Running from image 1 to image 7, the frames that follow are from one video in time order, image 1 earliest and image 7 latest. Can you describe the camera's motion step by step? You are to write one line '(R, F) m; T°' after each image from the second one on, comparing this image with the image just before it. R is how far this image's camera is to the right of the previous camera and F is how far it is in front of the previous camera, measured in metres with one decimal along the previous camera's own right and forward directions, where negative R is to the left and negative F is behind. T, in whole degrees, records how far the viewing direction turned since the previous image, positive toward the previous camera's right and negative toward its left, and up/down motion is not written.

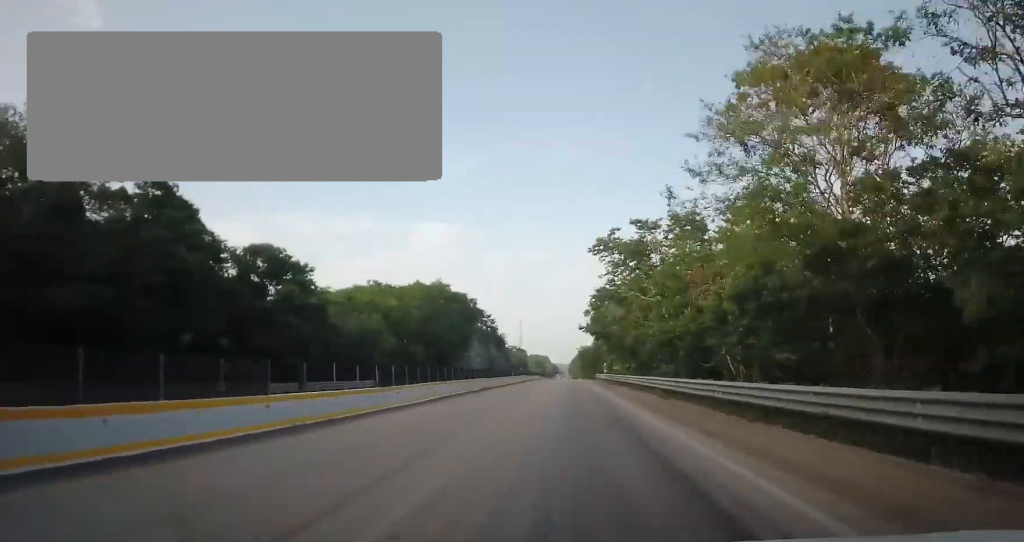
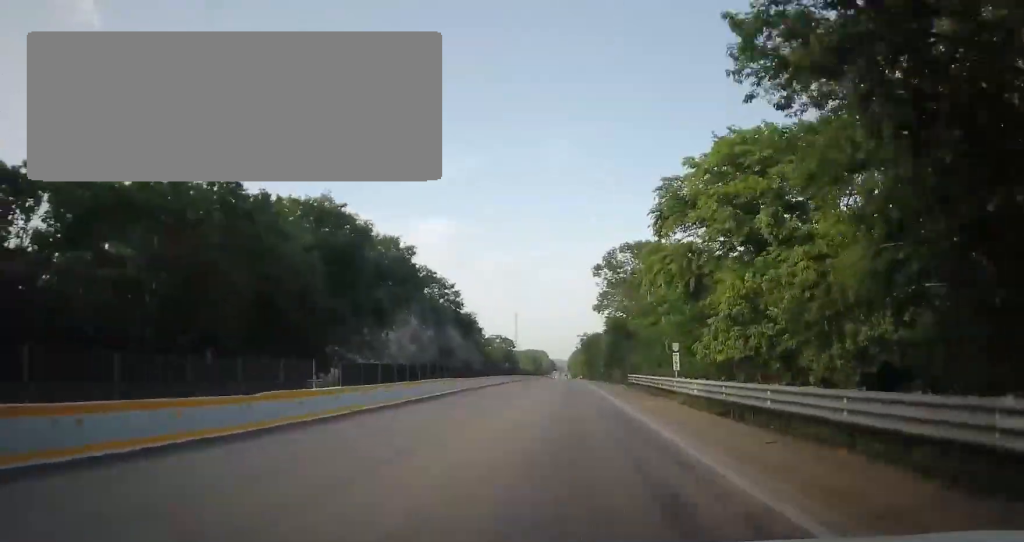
(-0.1, +55.6) m; 0°
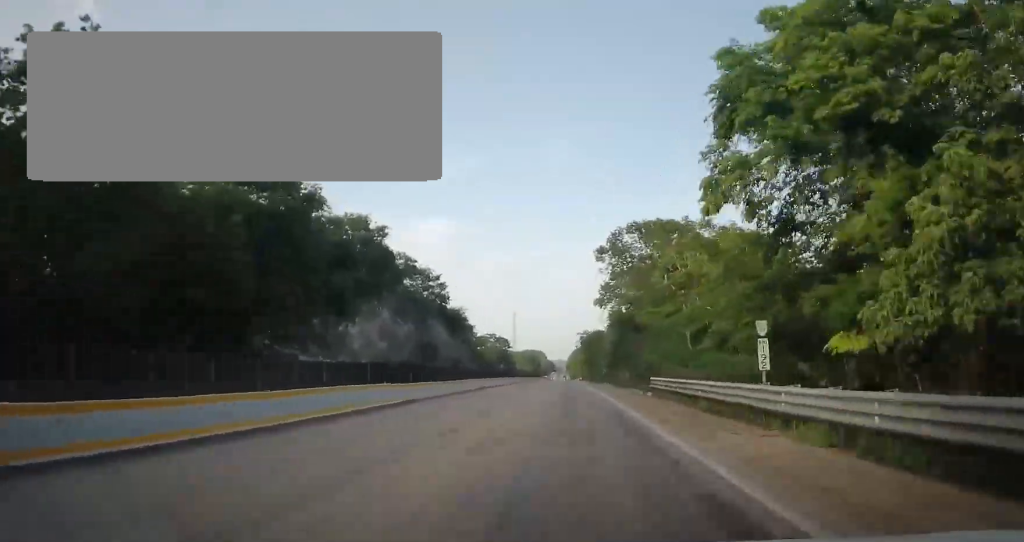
(+0.2, +12.6) m; 0°
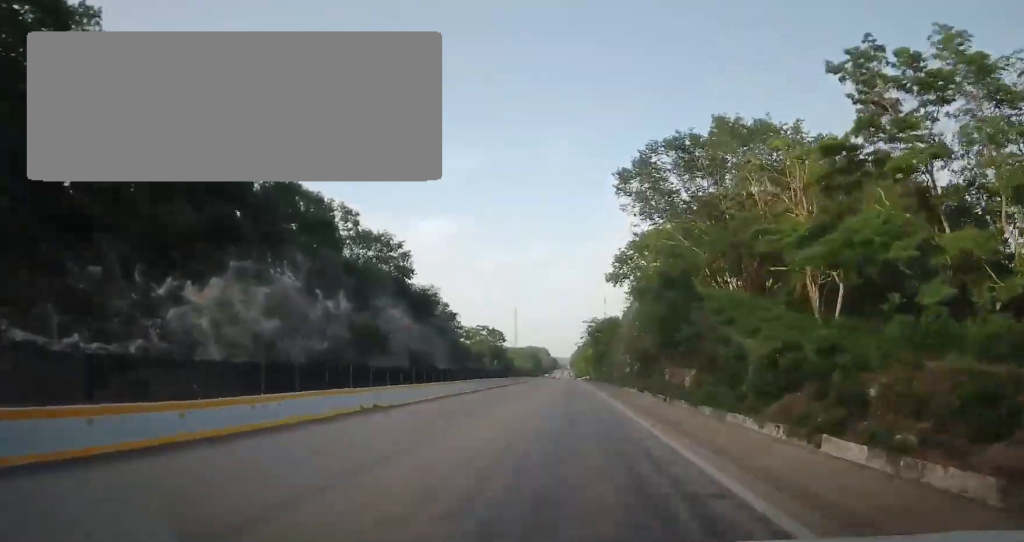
(+0.2, +27.1) m; 0°
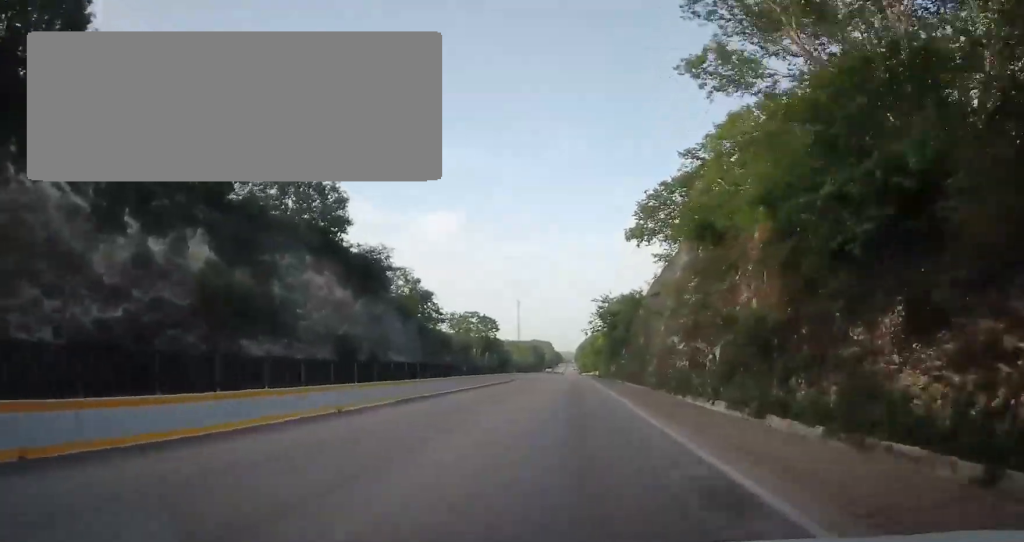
(-0.1, +25.6) m; -1°
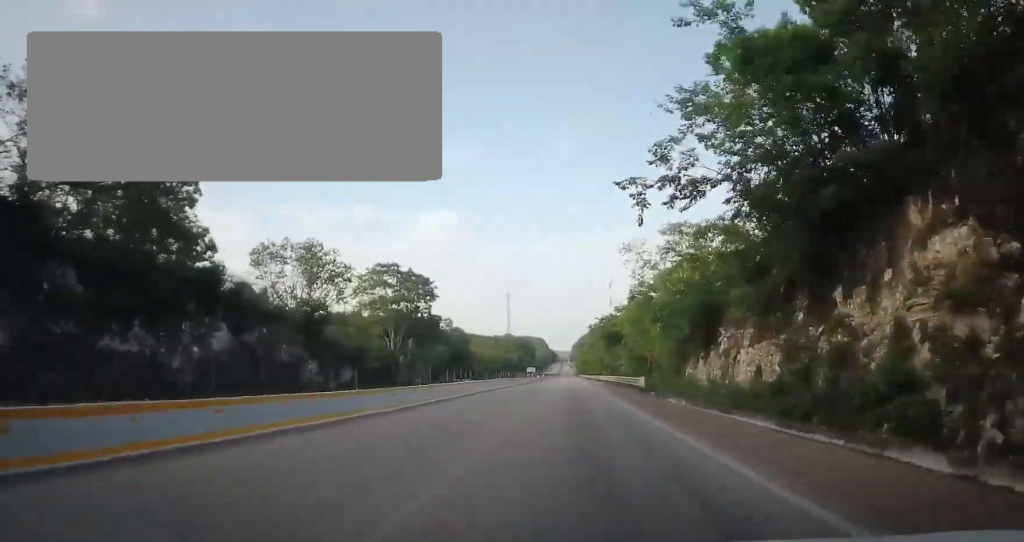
(-0.6, +66.5) m; -1°
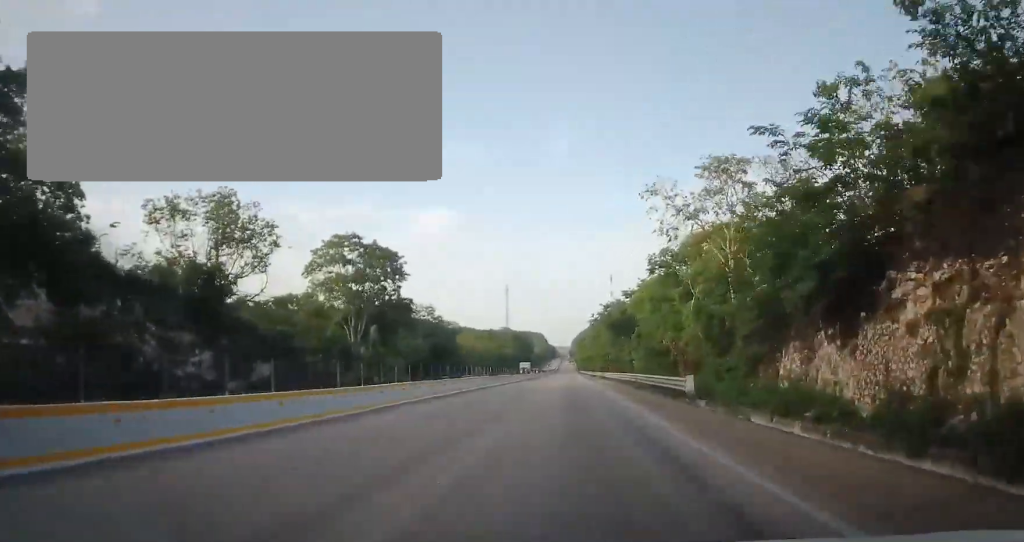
(+0.1, +15.1) m; -1°
